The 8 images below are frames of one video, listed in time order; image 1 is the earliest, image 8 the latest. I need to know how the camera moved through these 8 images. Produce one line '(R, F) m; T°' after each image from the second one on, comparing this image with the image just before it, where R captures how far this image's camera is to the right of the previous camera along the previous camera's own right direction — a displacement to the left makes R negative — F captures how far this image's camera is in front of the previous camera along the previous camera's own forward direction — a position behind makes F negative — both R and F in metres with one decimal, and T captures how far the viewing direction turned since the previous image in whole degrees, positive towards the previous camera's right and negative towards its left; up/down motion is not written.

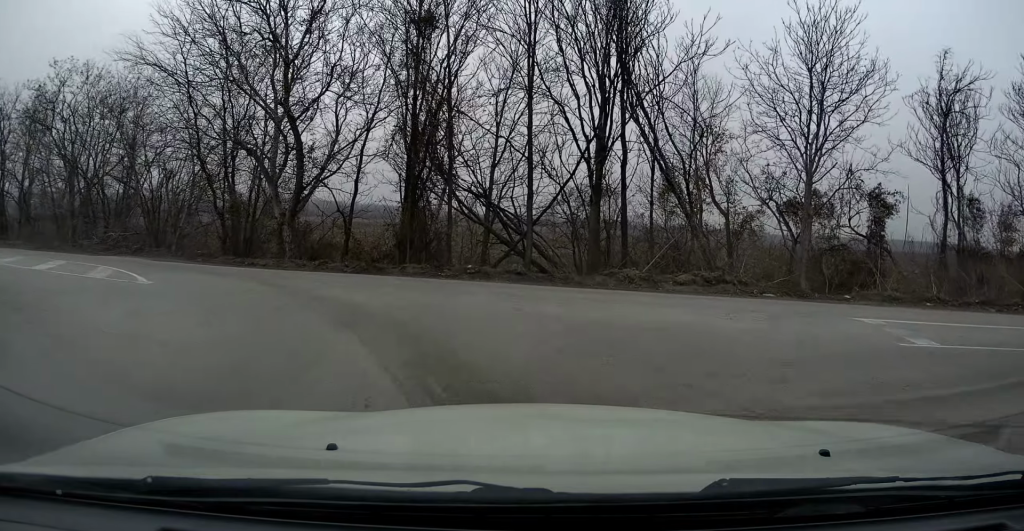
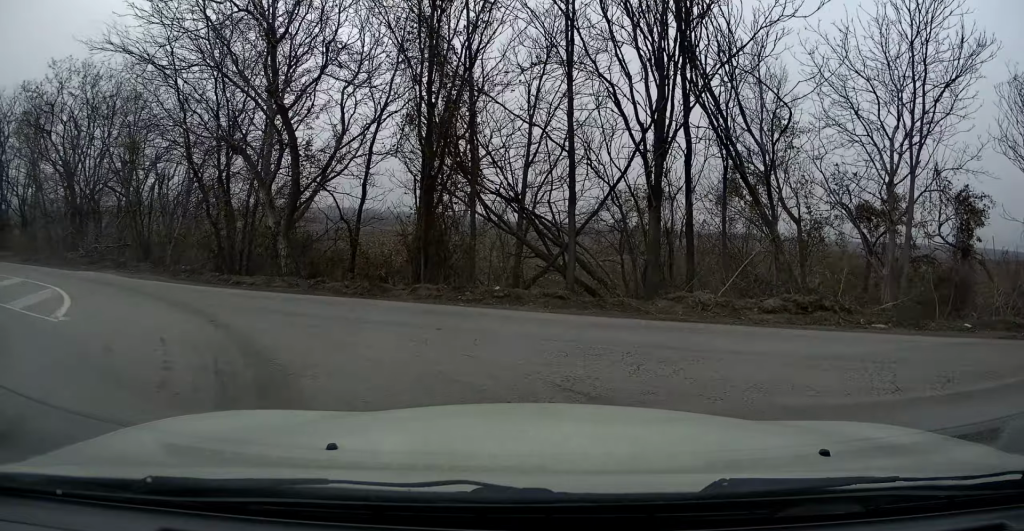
(-0.6, +2.8) m; -26°
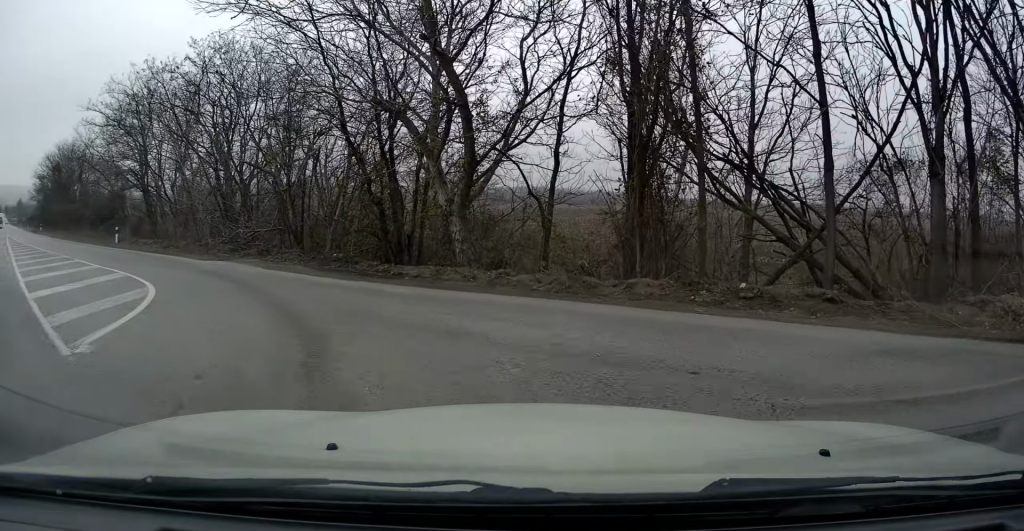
(-0.4, +2.9) m; -14°
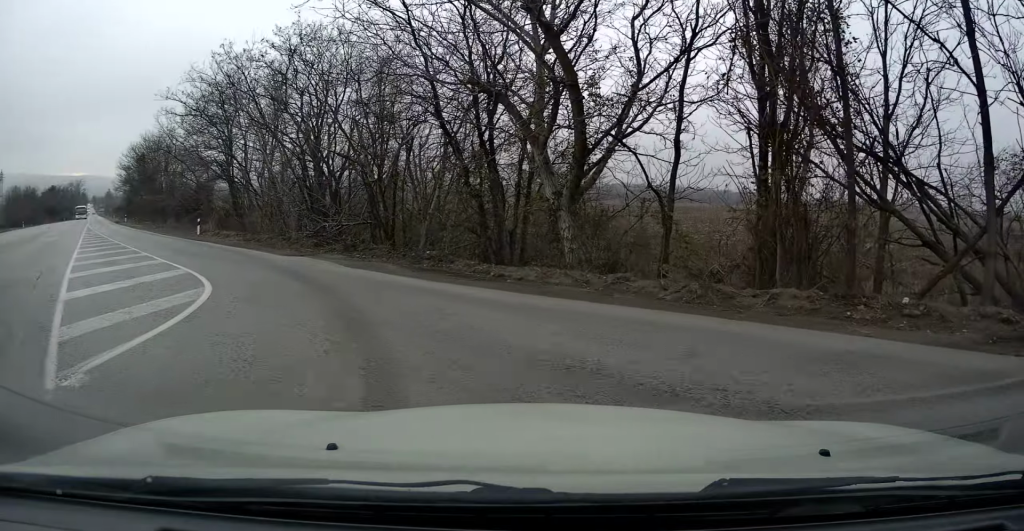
(-0.1, +1.5) m; -4°
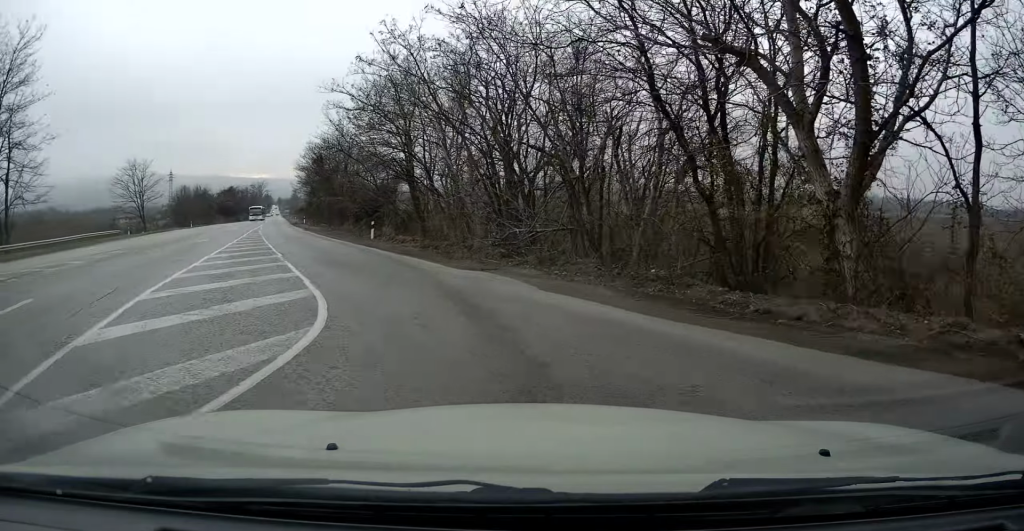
(-0.2, +3.6) m; -9°
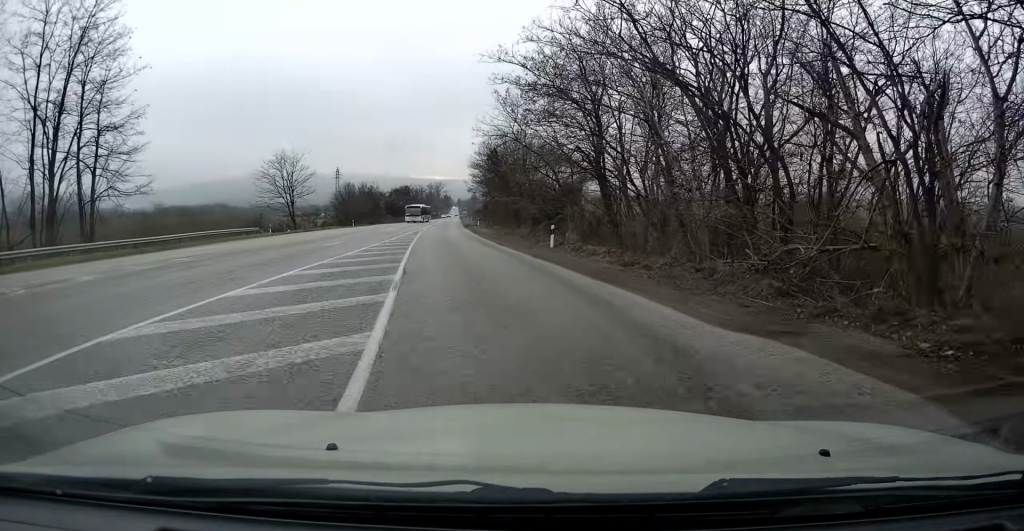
(-1.0, +7.0) m; -14°
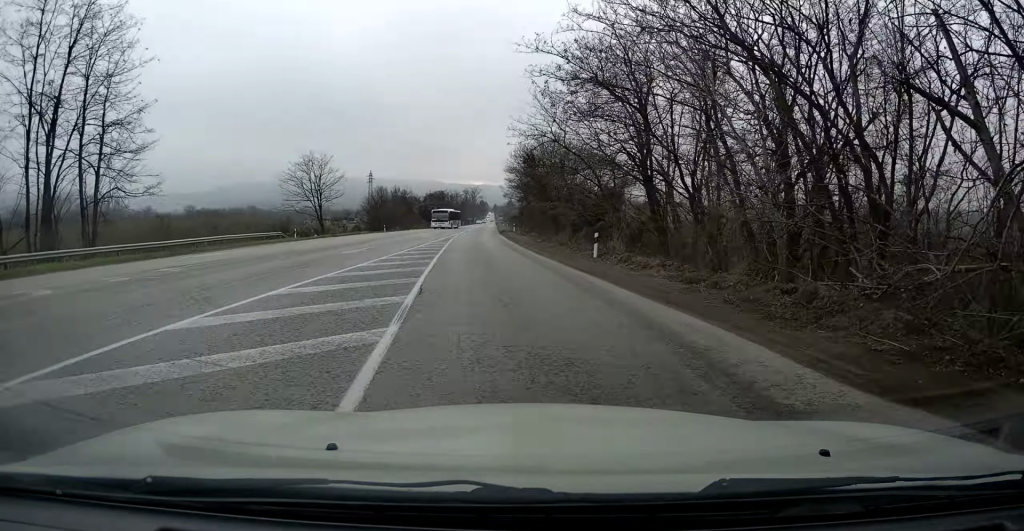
(-0.1, +2.8) m; -3°
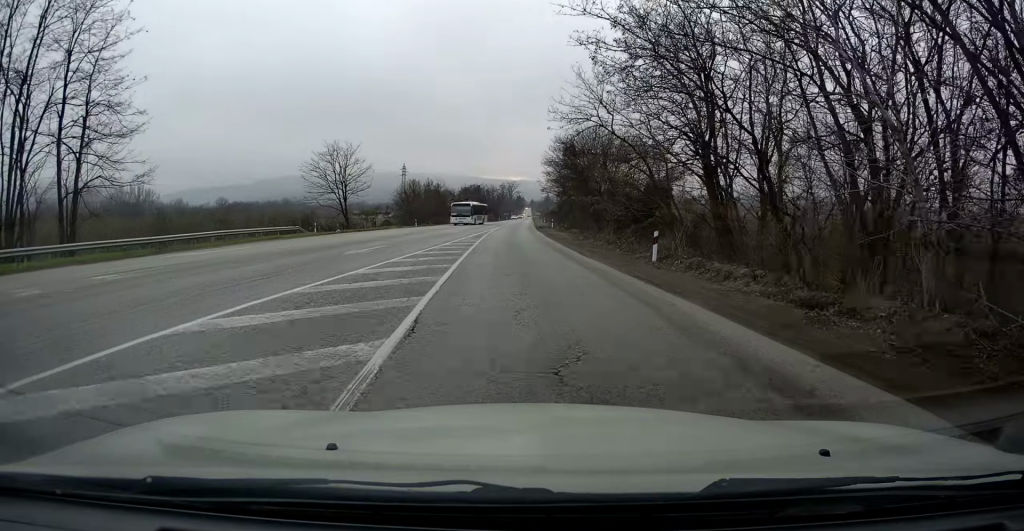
(-0.1, +4.3) m; -2°
